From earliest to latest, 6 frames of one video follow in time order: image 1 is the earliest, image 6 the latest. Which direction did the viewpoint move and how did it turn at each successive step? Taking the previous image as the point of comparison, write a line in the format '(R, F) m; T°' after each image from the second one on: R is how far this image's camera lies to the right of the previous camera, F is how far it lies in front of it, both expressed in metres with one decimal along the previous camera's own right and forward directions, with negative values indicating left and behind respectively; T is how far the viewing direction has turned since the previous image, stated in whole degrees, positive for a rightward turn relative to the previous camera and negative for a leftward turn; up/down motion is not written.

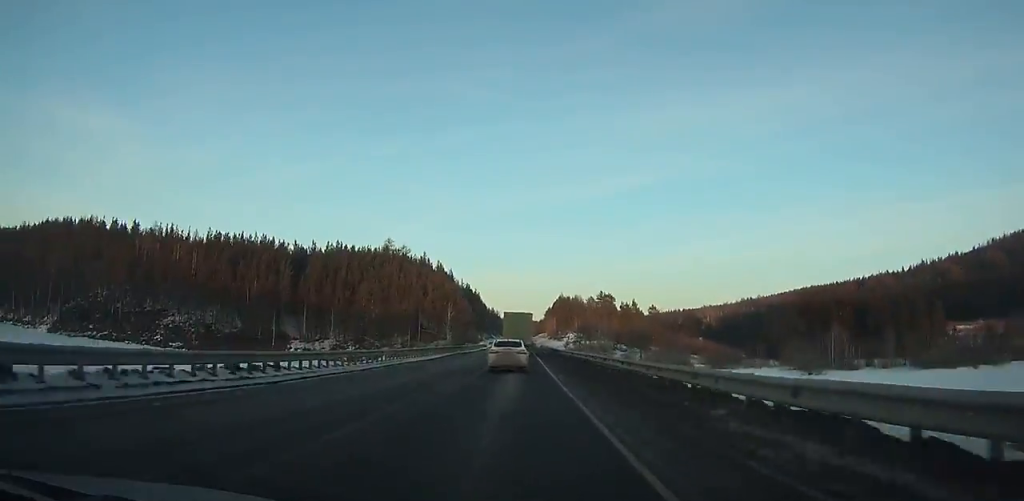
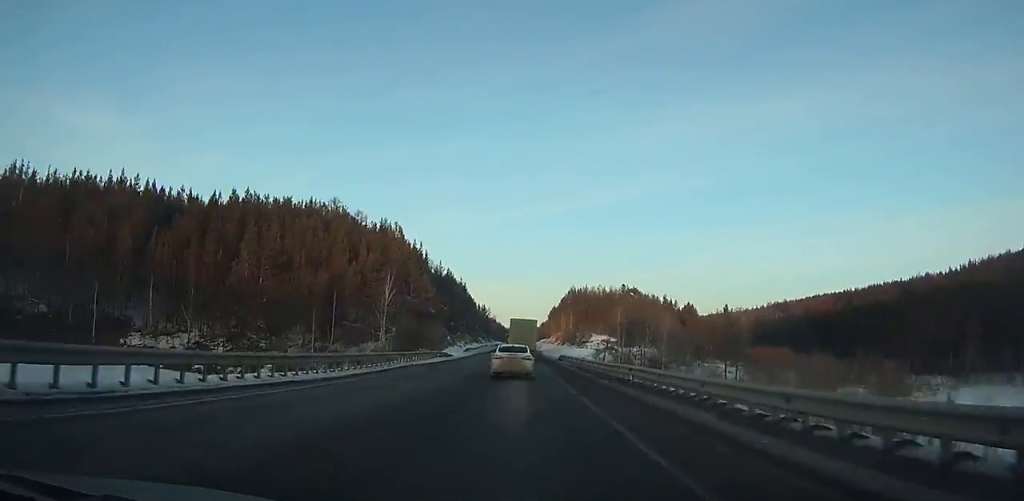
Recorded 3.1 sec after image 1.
(+0.3, +68.7) m; 0°
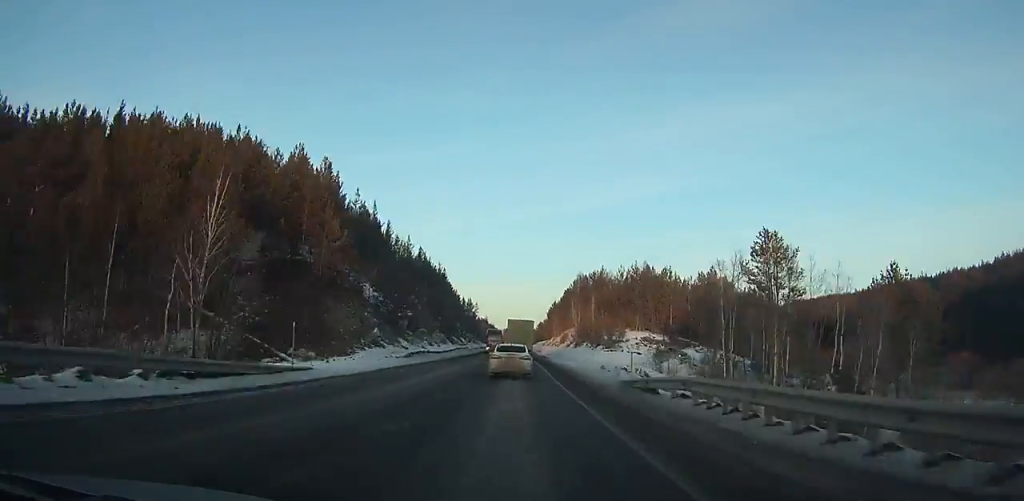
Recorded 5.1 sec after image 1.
(+0.1, +44.4) m; 0°
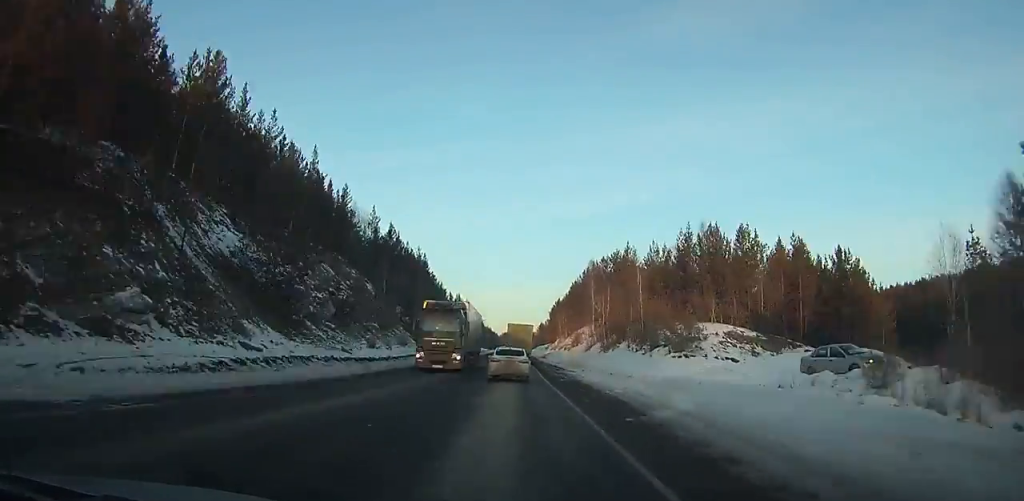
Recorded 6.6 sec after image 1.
(0.0, +33.1) m; 0°
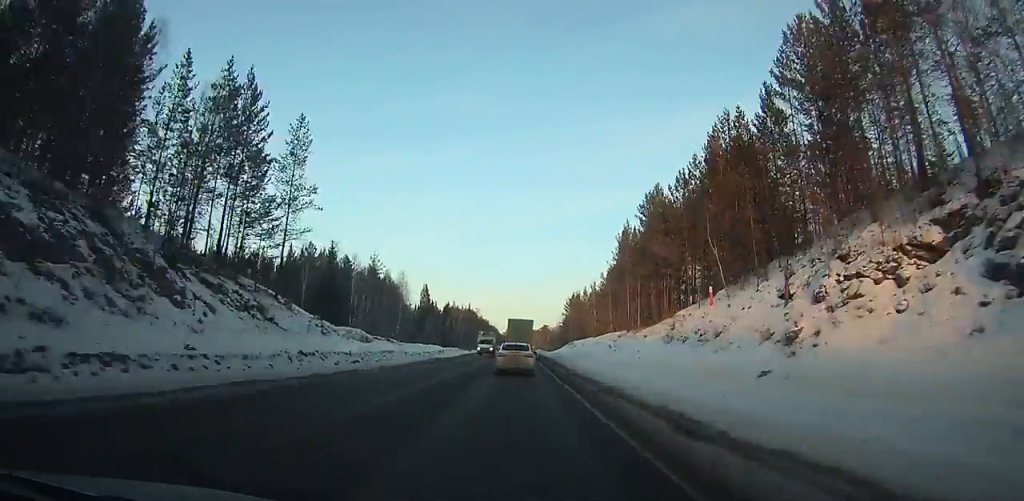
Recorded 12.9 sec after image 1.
(-0.8, +144.0) m; -1°
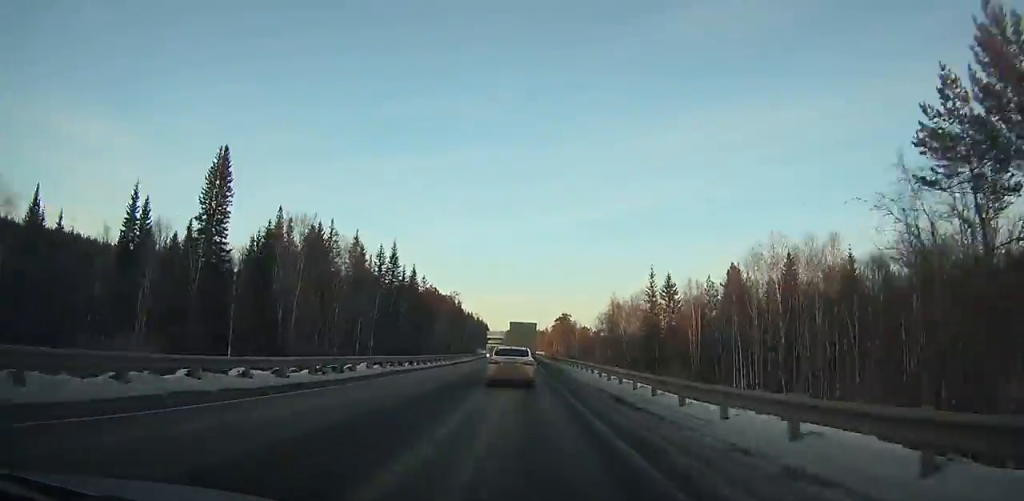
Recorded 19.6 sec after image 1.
(-0.1, +148.2) m; 0°
